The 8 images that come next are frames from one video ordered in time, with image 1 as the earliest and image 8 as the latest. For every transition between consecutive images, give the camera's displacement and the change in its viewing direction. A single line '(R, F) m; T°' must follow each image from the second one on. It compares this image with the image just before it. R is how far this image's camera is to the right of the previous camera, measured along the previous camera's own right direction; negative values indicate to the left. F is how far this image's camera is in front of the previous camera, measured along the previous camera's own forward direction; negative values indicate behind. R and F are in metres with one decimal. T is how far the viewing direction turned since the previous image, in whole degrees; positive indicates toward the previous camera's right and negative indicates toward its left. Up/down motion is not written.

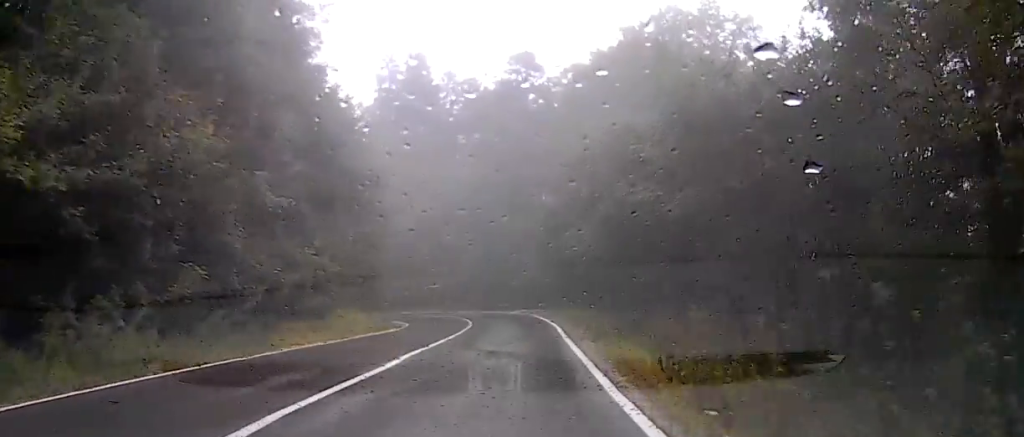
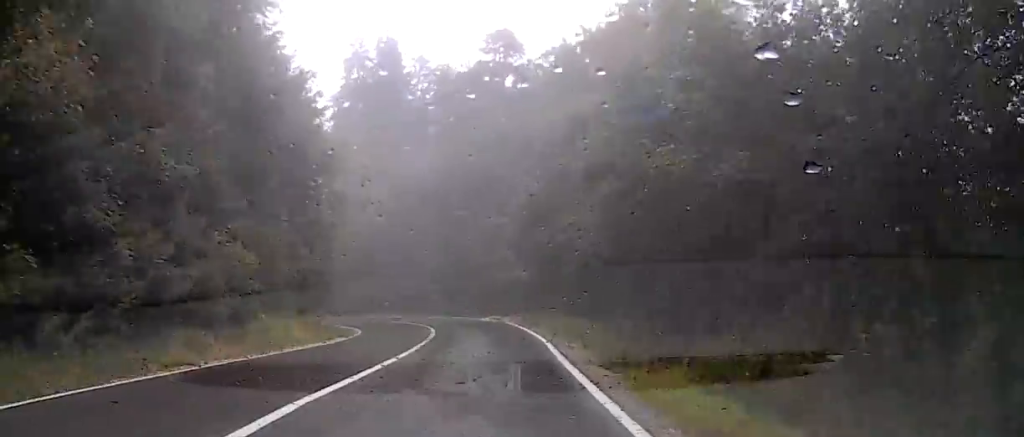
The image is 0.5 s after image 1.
(-0.1, +5.7) m; -1°
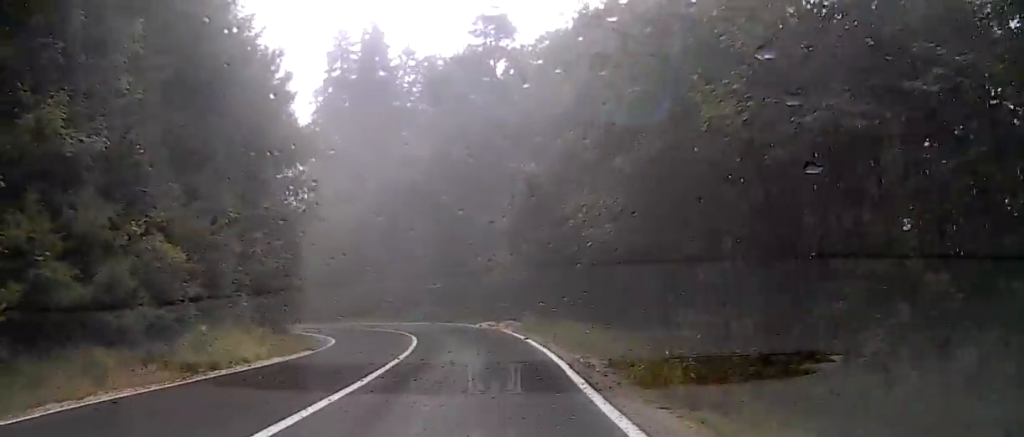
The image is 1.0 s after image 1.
(+0.4, +4.3) m; -3°
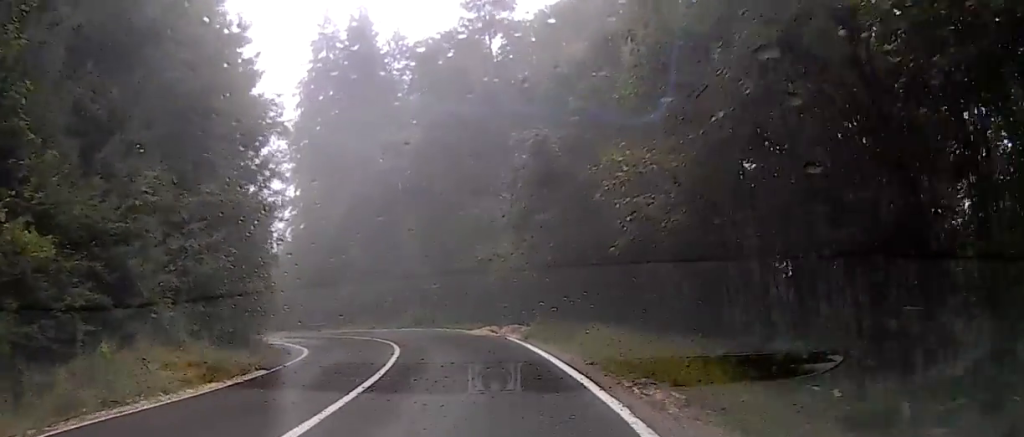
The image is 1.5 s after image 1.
(+0.2, +4.9) m; -3°
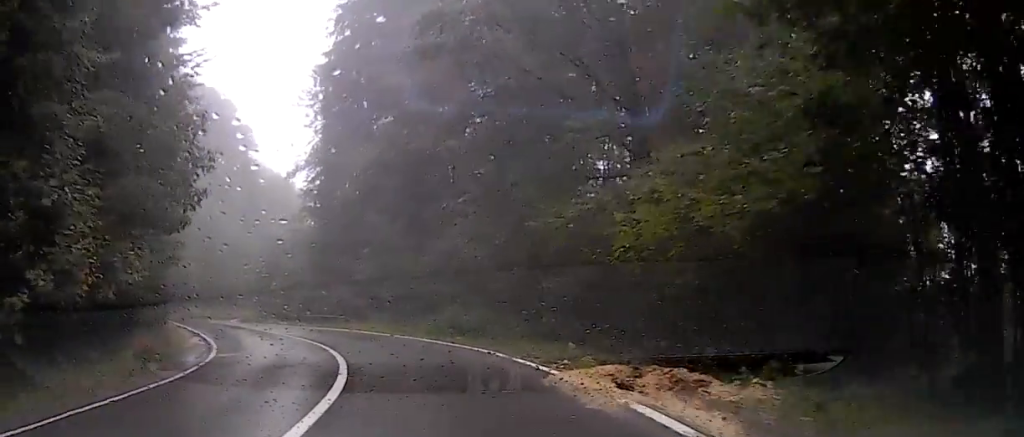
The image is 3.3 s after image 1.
(-0.9, +17.4) m; -6°
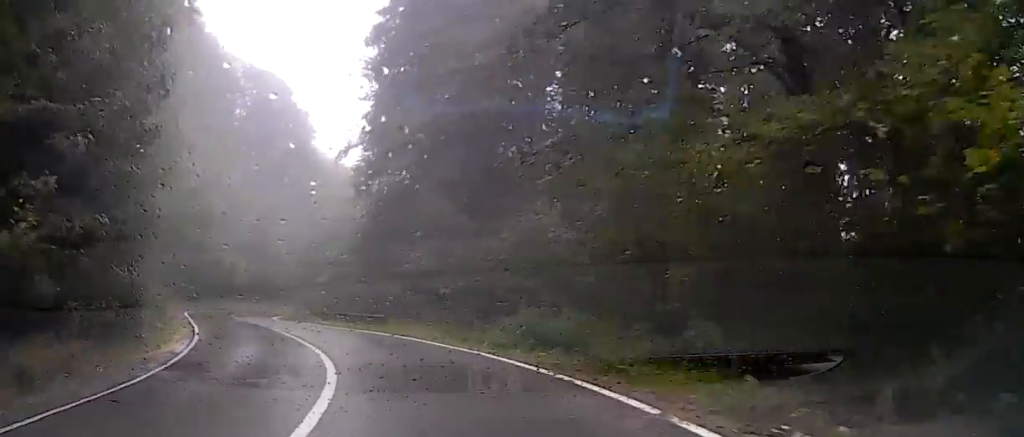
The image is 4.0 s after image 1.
(-1.1, +7.8) m; -12°
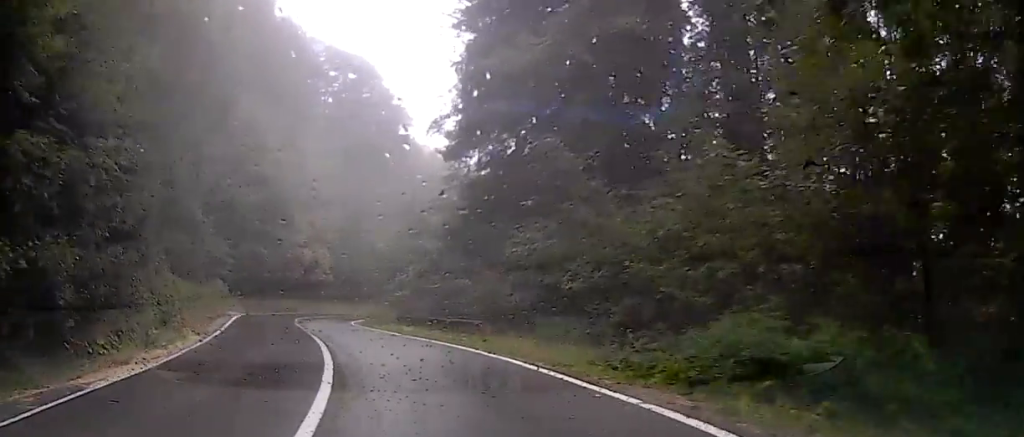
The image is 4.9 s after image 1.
(-1.1, +8.7) m; -9°
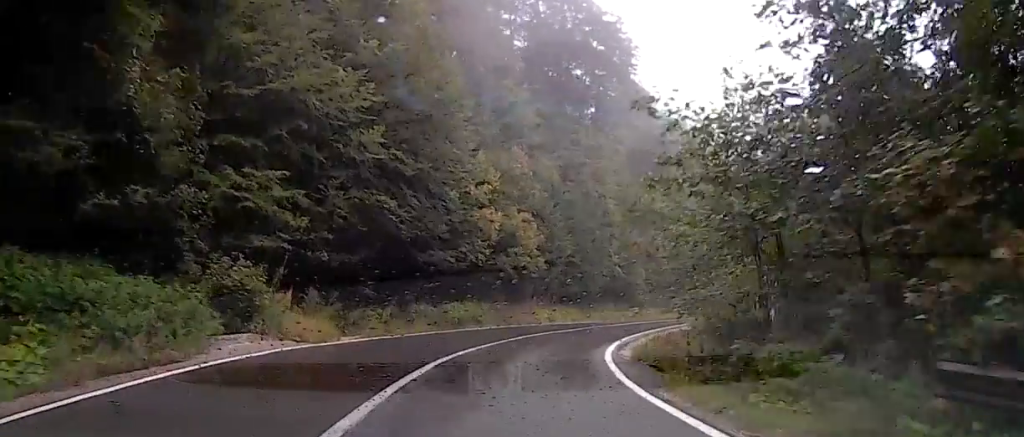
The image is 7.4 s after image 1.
(-2.1, +28.6) m; -4°
